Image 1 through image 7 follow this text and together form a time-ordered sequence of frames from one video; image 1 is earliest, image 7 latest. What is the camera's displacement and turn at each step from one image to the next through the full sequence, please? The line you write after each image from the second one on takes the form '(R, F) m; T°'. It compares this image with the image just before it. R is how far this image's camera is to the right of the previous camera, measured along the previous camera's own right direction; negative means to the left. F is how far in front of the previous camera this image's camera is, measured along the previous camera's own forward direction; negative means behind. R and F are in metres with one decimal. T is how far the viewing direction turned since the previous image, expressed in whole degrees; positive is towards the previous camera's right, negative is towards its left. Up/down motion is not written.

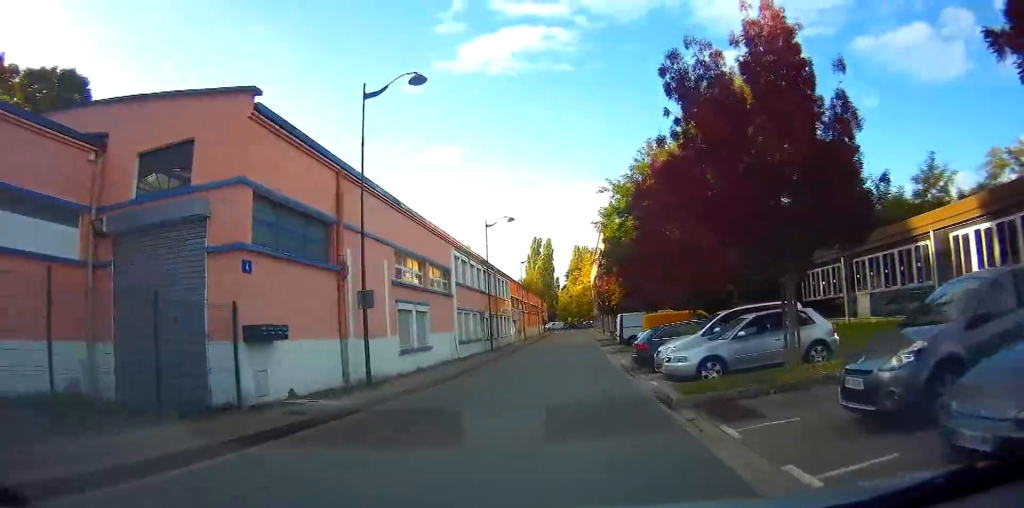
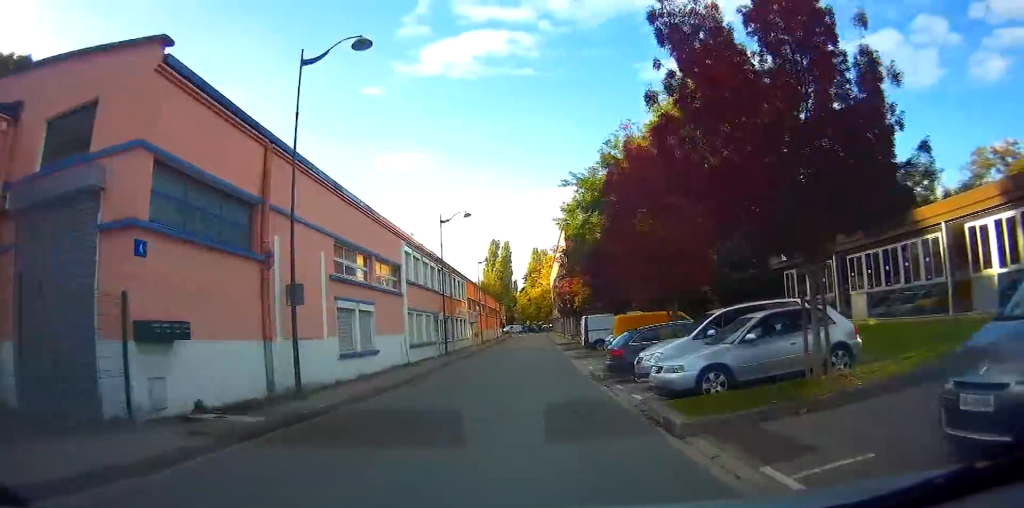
(+0.3, +2.4) m; +4°
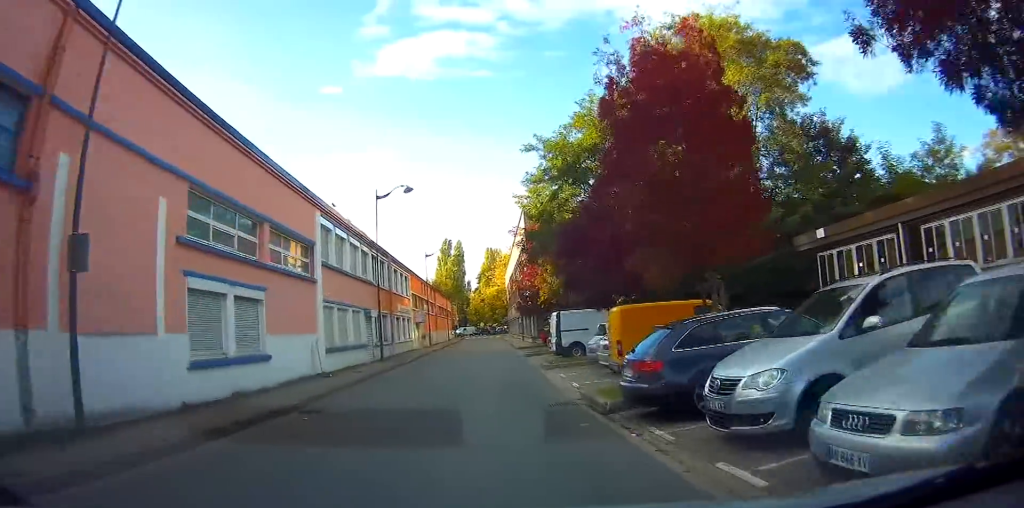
(+0.6, +6.4) m; +7°
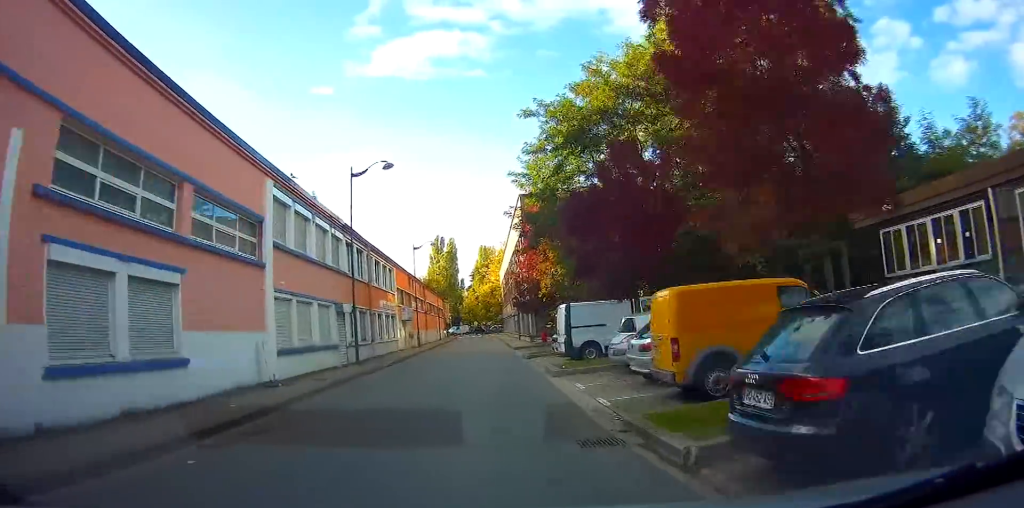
(+0.1, +3.9) m; +2°
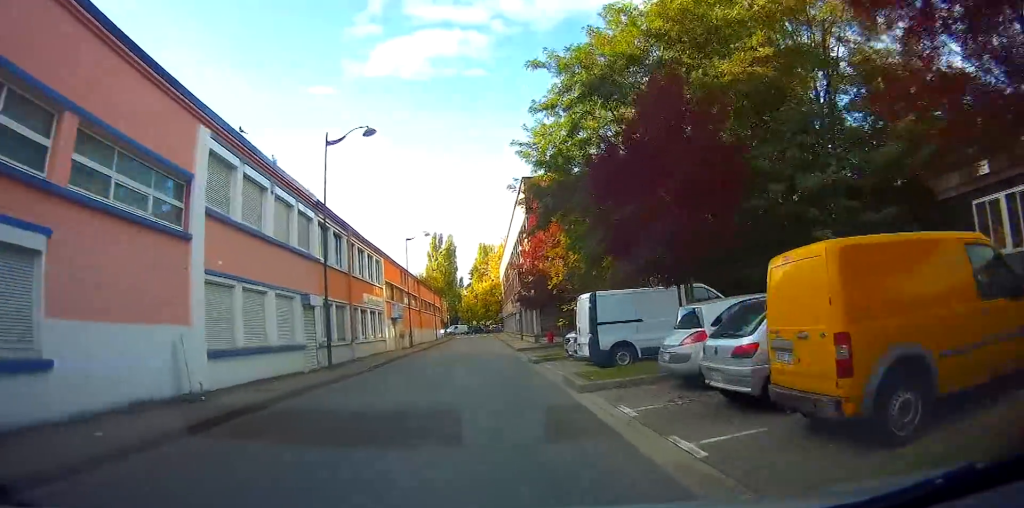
(+0.1, +4.3) m; 0°
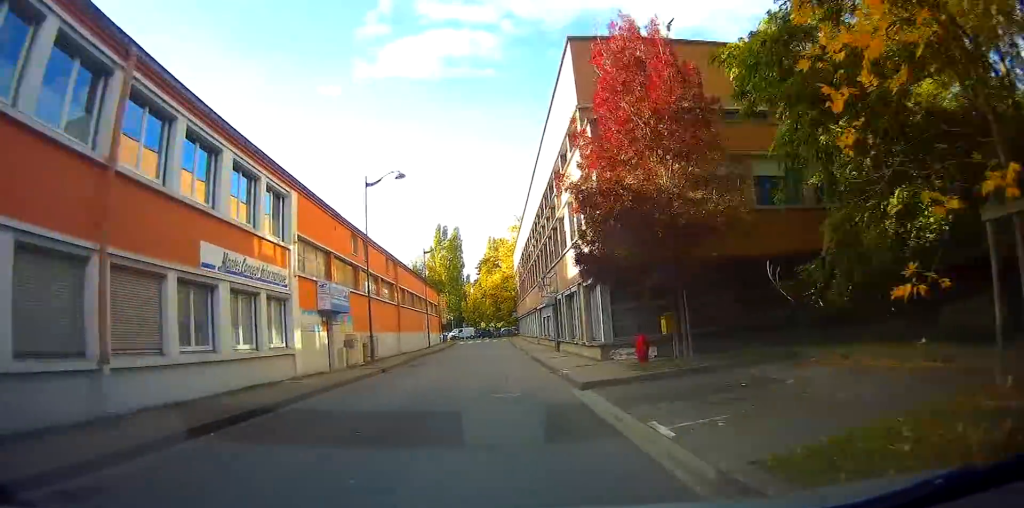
(+0.4, +18.6) m; +2°
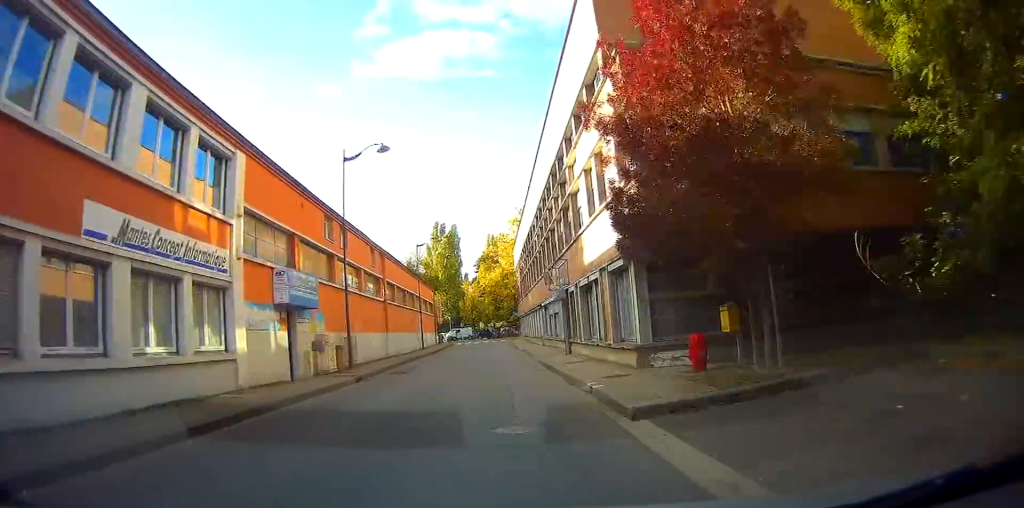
(0.0, +4.4) m; 0°
